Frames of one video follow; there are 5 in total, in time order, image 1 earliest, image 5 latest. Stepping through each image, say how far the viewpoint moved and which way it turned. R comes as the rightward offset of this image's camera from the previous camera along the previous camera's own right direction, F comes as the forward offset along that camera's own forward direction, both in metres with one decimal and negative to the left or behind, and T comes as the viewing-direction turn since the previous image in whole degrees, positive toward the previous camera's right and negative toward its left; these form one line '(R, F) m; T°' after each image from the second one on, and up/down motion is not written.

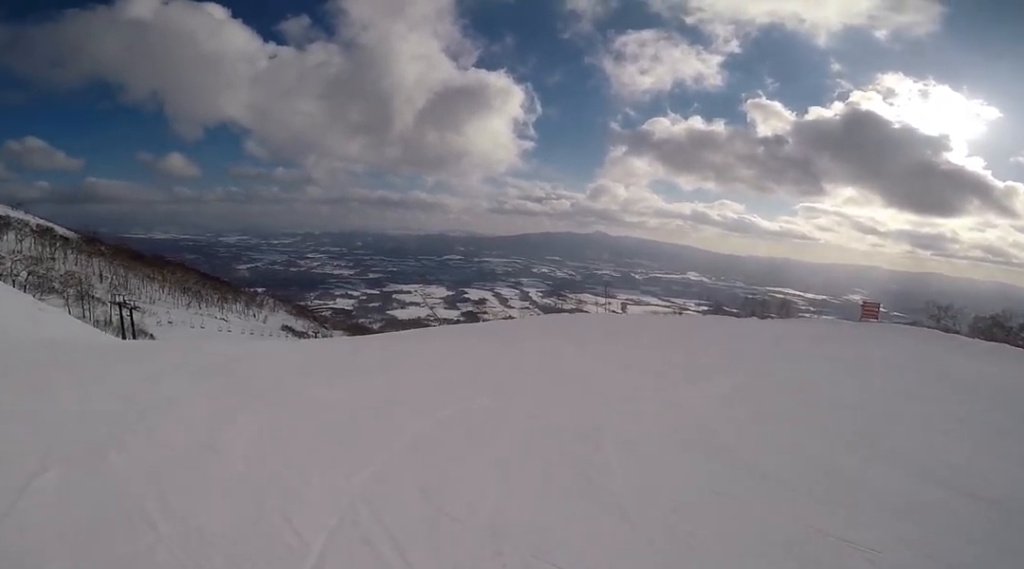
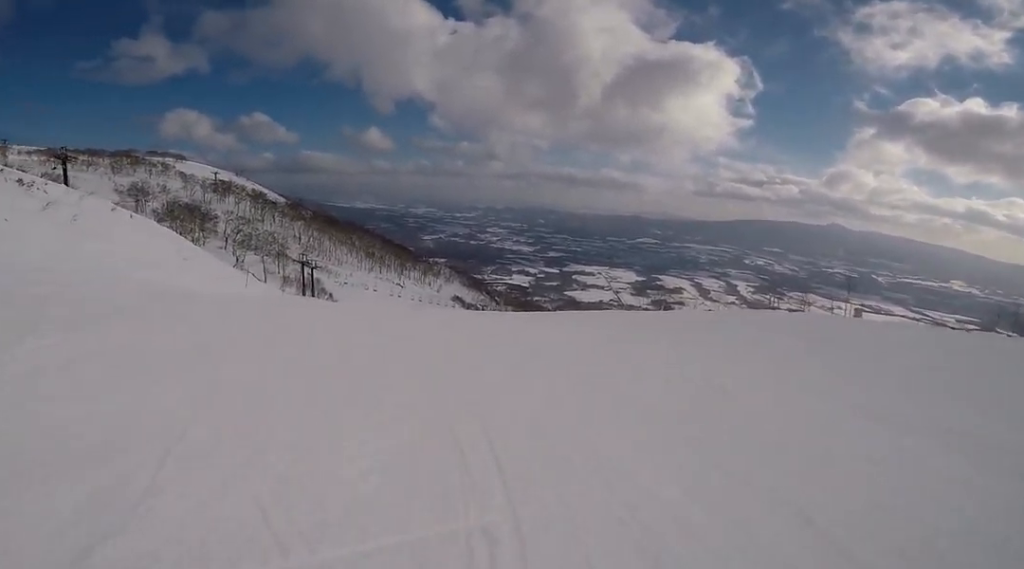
(-1.9, +4.3) m; -40°
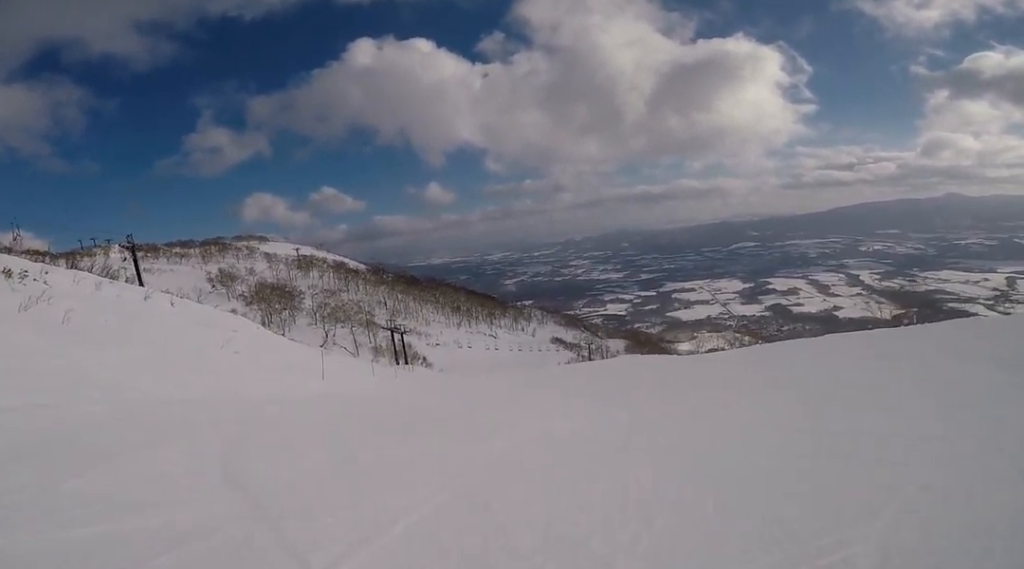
(-5.0, +9.3) m; -24°
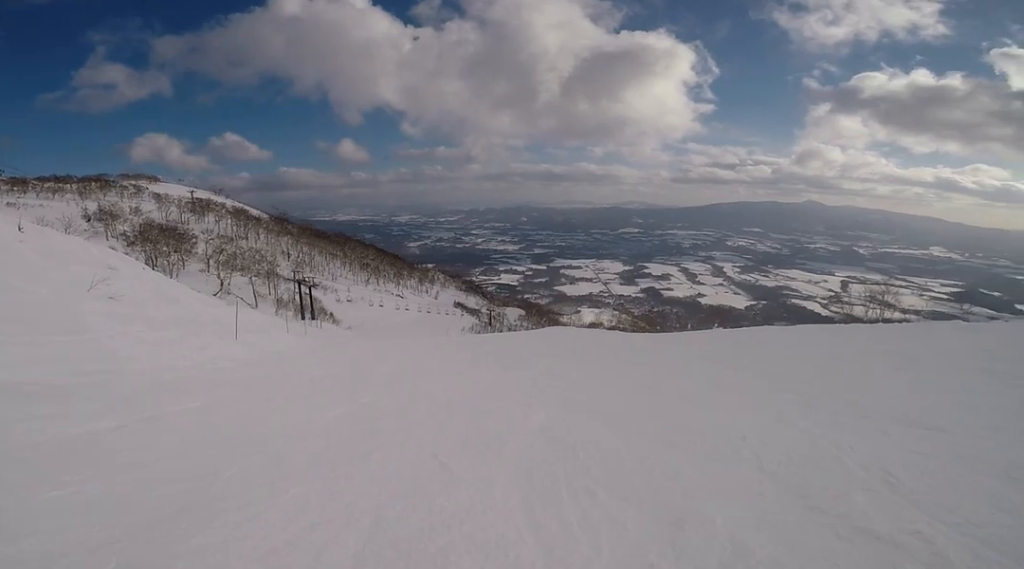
(+1.8, +5.9) m; +35°
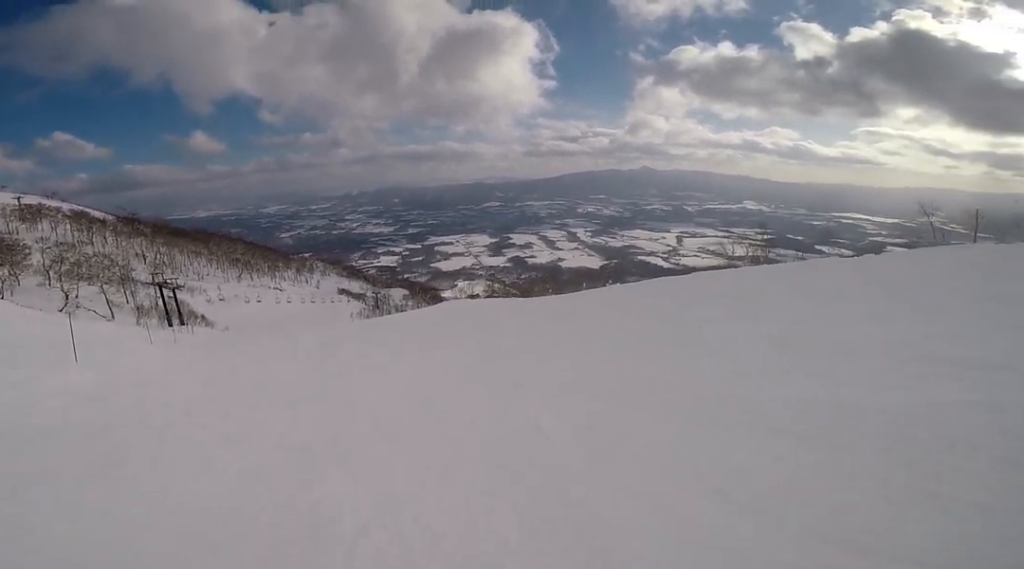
(+0.1, +2.7) m; +13°
